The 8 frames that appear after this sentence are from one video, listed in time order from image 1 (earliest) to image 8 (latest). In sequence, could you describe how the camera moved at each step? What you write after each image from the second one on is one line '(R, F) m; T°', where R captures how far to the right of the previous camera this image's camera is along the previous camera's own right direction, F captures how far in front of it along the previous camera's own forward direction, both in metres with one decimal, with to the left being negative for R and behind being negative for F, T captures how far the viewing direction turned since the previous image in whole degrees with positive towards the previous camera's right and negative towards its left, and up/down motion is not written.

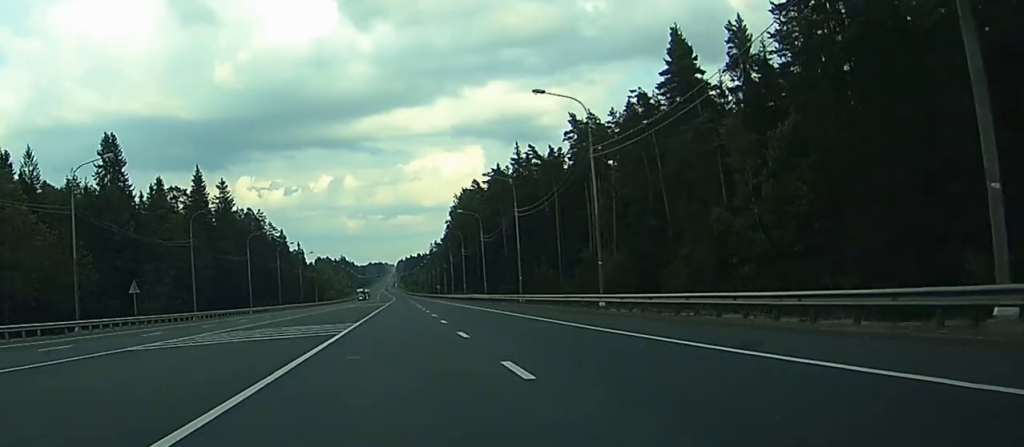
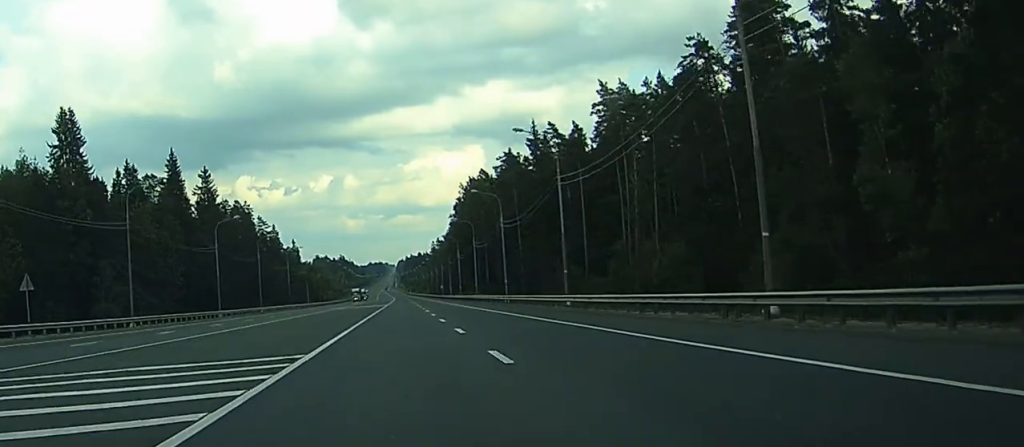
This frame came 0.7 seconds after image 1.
(0.0, +21.1) m; 0°
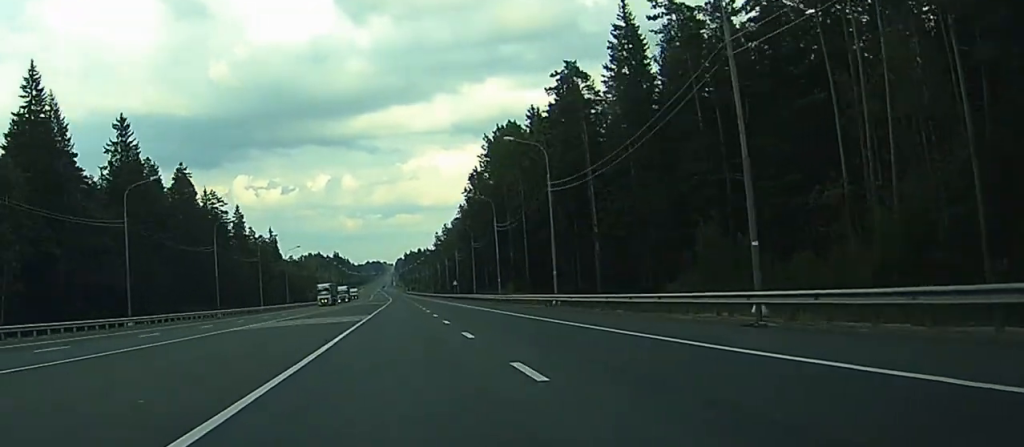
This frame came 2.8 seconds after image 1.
(-0.1, +62.6) m; 0°
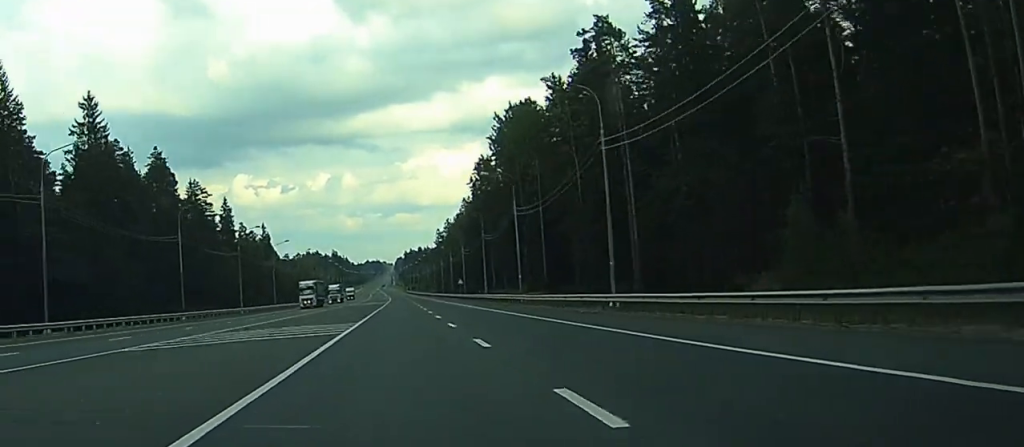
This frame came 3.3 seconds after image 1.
(0.0, +16.1) m; 0°
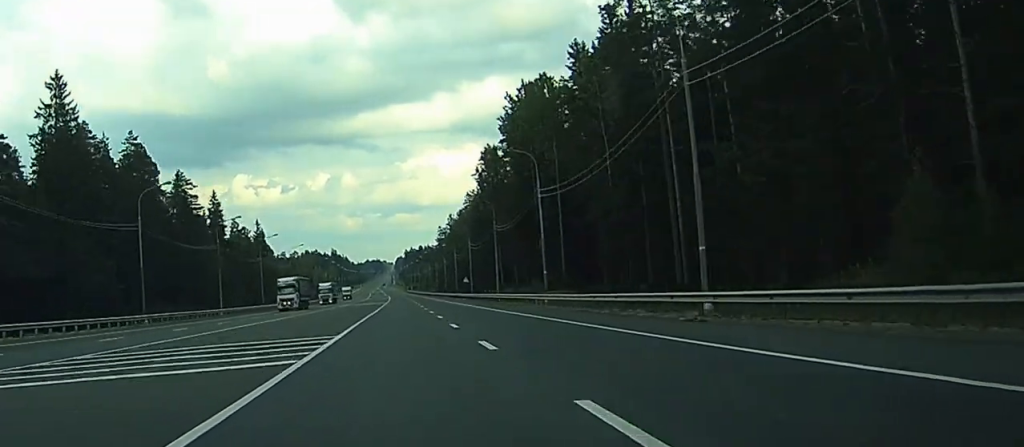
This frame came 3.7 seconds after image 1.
(0.0, +13.1) m; 0°
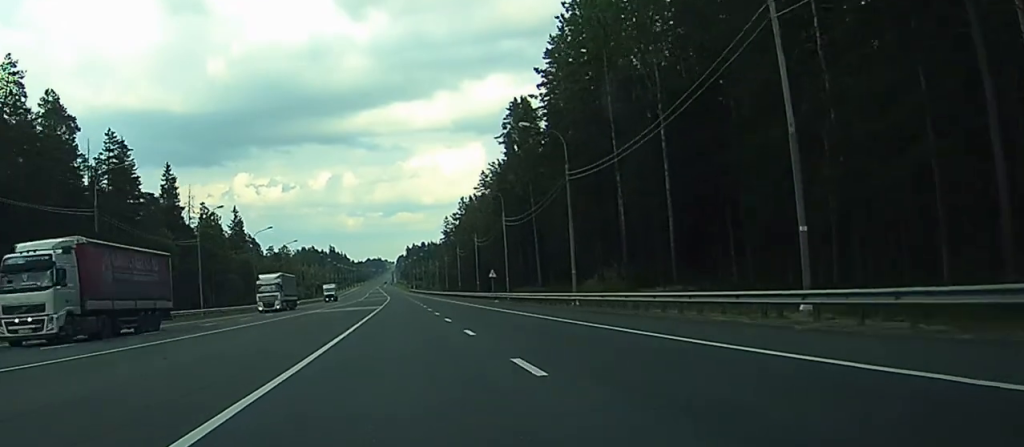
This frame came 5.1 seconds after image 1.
(-0.1, +41.4) m; 0°
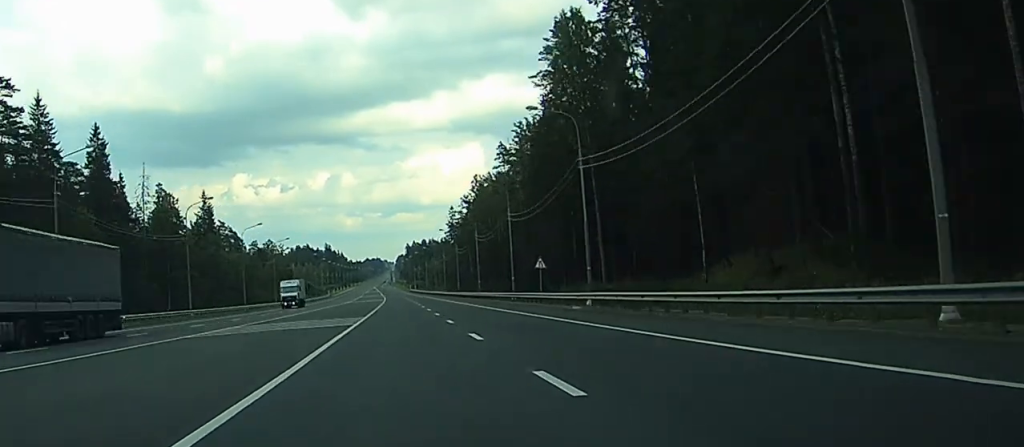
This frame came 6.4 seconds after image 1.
(0.0, +38.5) m; 0°
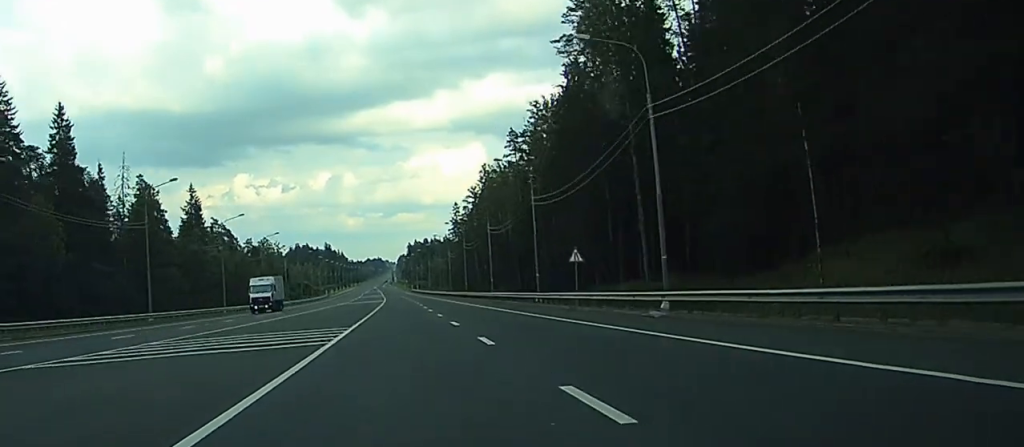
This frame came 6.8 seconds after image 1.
(0.0, +14.3) m; 0°
